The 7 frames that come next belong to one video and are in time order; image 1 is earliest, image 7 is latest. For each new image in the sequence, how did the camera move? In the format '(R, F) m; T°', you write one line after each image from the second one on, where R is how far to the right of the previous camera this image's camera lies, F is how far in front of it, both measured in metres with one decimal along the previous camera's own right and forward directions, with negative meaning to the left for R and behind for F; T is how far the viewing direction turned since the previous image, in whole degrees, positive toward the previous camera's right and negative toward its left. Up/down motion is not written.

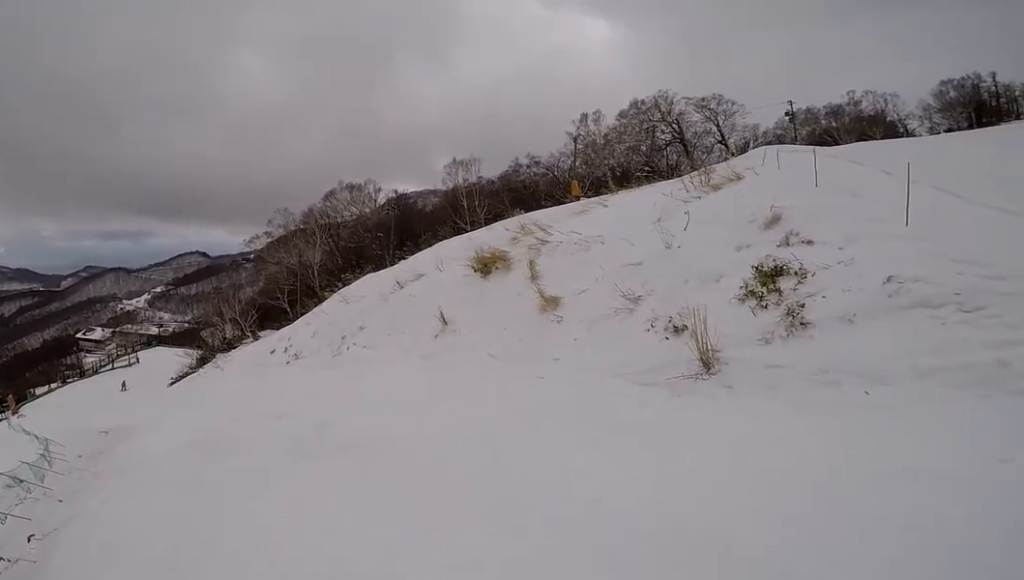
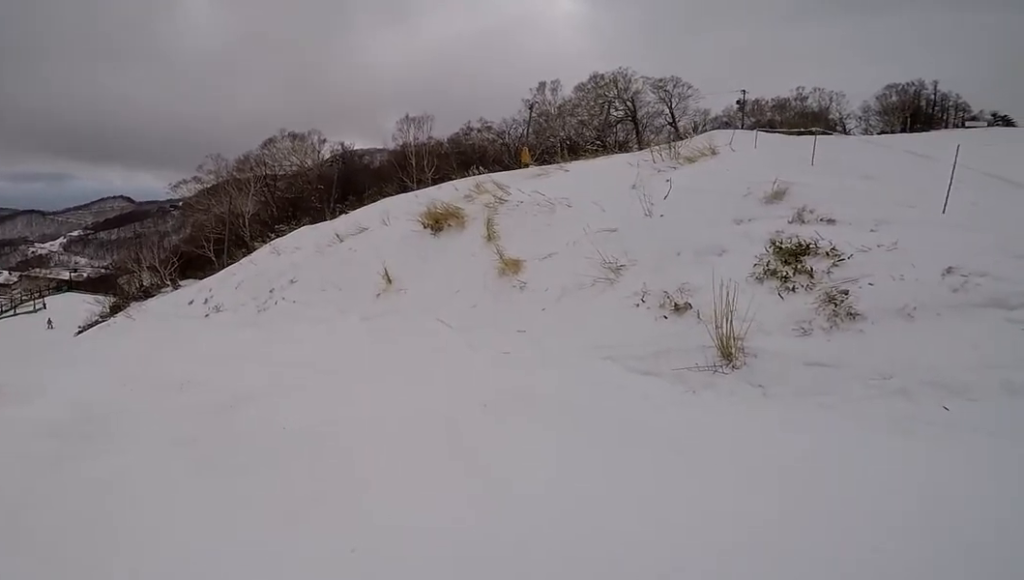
(+0.5, +2.0) m; -13°
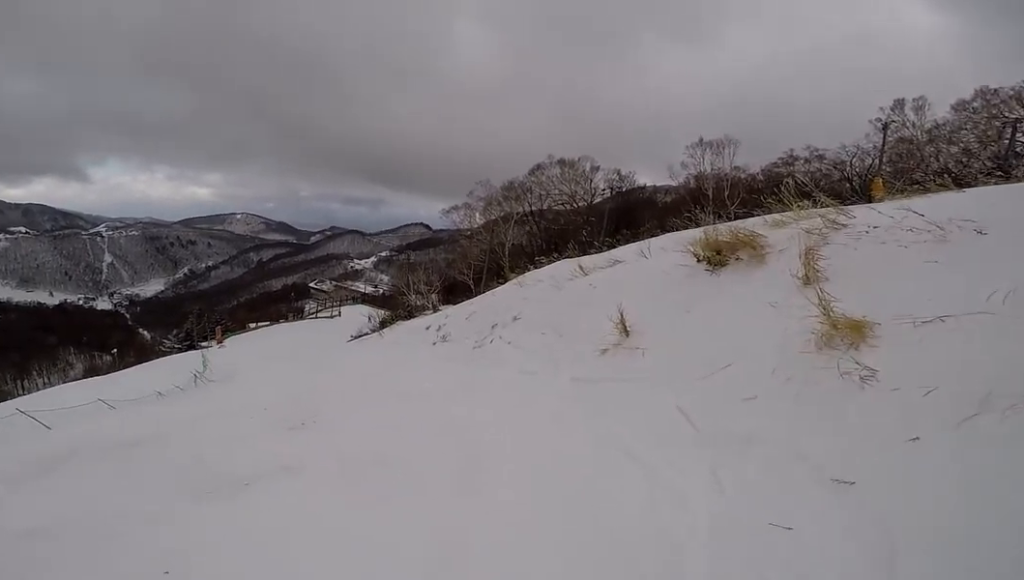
(-2.1, +3.4) m; -39°
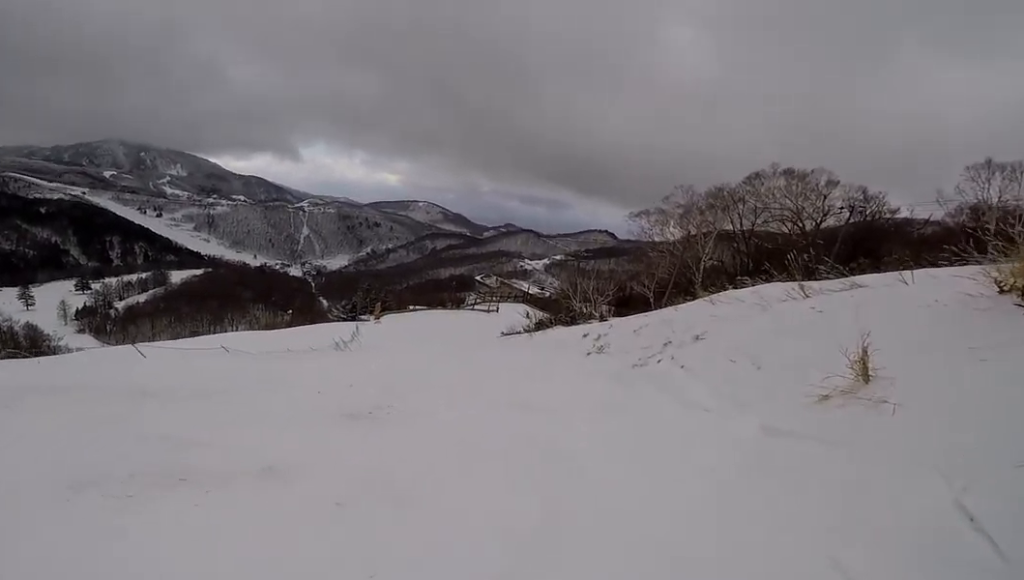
(-0.2, +2.3) m; +6°
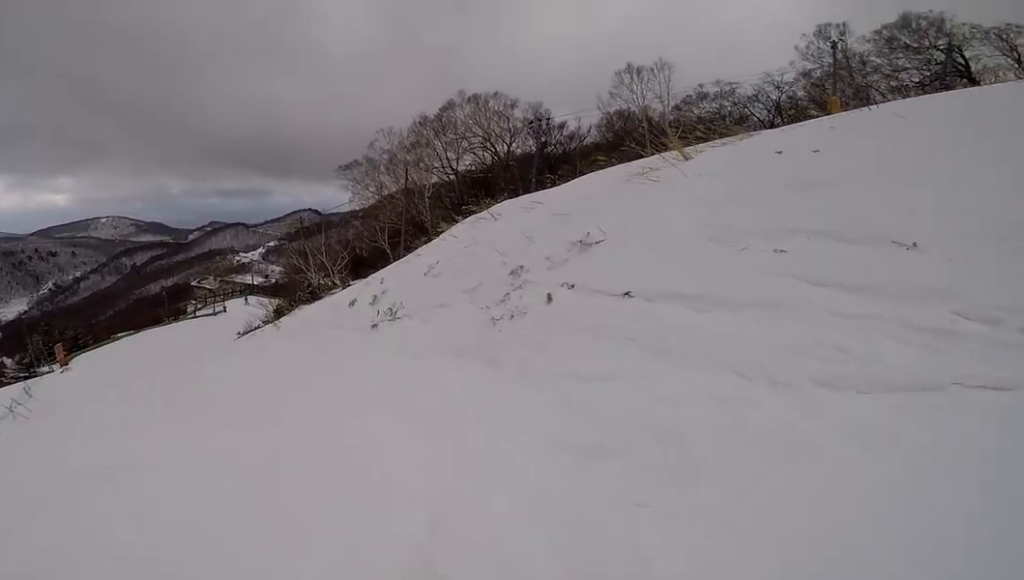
(-0.7, +8.4) m; -19°
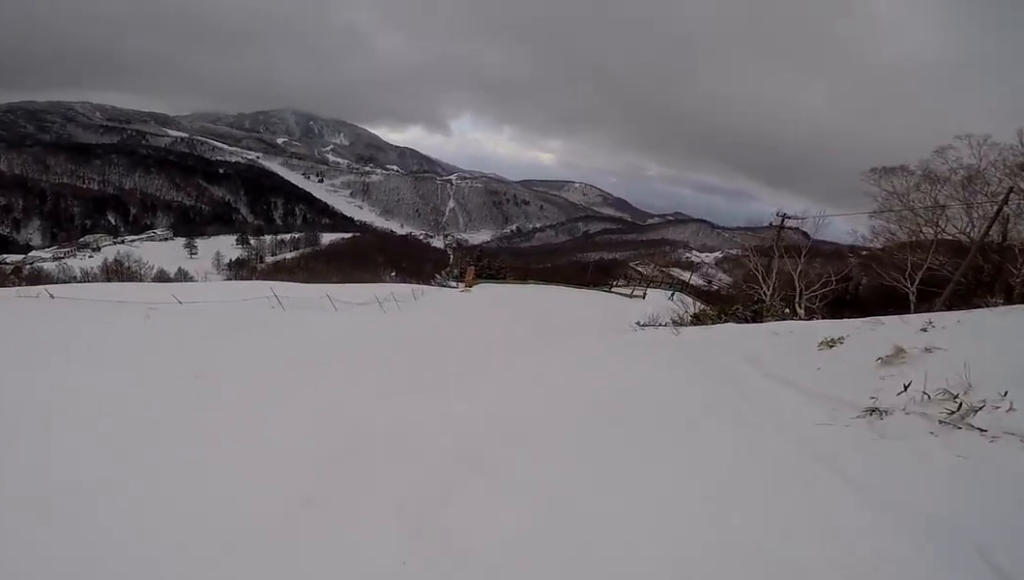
(-0.3, +5.9) m; -1°
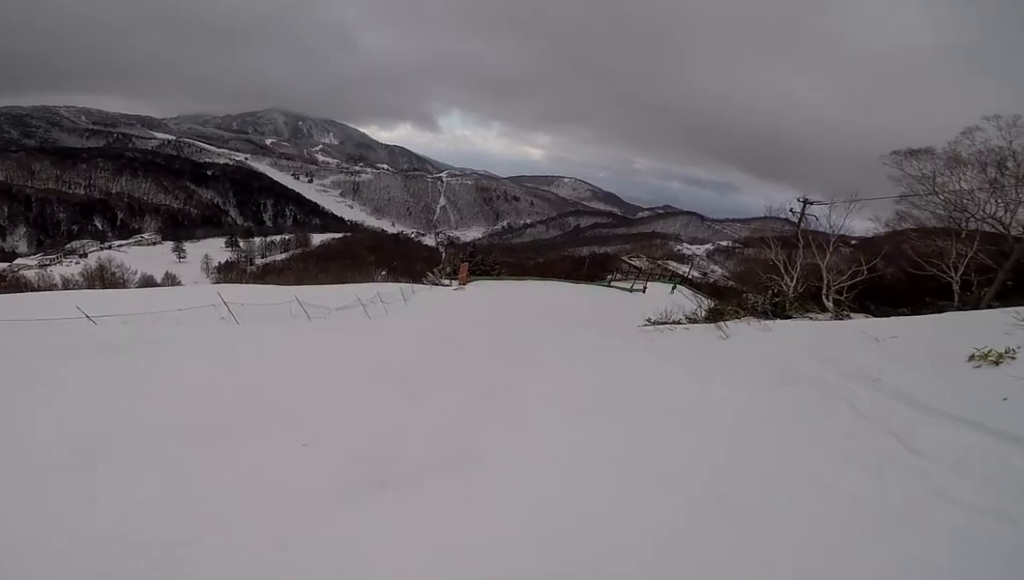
(0.0, +3.2) m; +2°
